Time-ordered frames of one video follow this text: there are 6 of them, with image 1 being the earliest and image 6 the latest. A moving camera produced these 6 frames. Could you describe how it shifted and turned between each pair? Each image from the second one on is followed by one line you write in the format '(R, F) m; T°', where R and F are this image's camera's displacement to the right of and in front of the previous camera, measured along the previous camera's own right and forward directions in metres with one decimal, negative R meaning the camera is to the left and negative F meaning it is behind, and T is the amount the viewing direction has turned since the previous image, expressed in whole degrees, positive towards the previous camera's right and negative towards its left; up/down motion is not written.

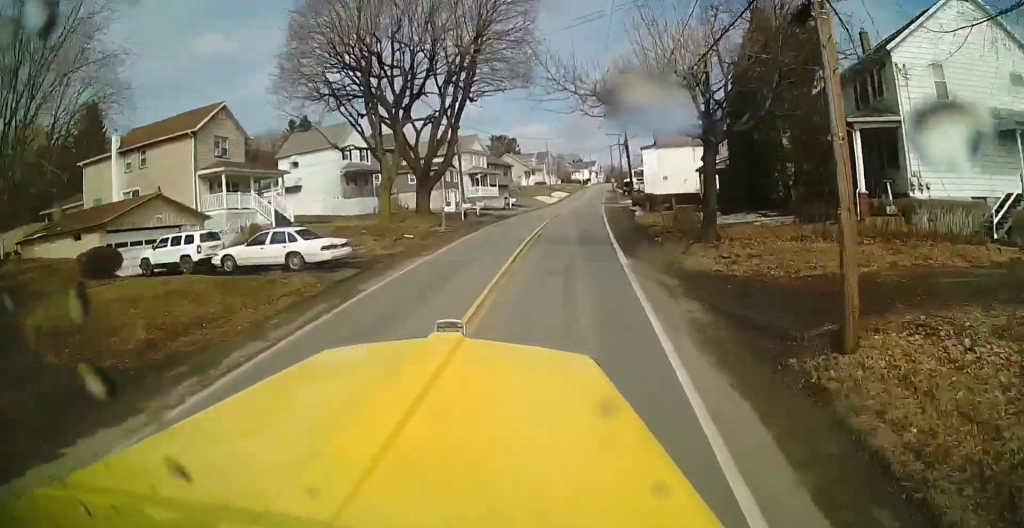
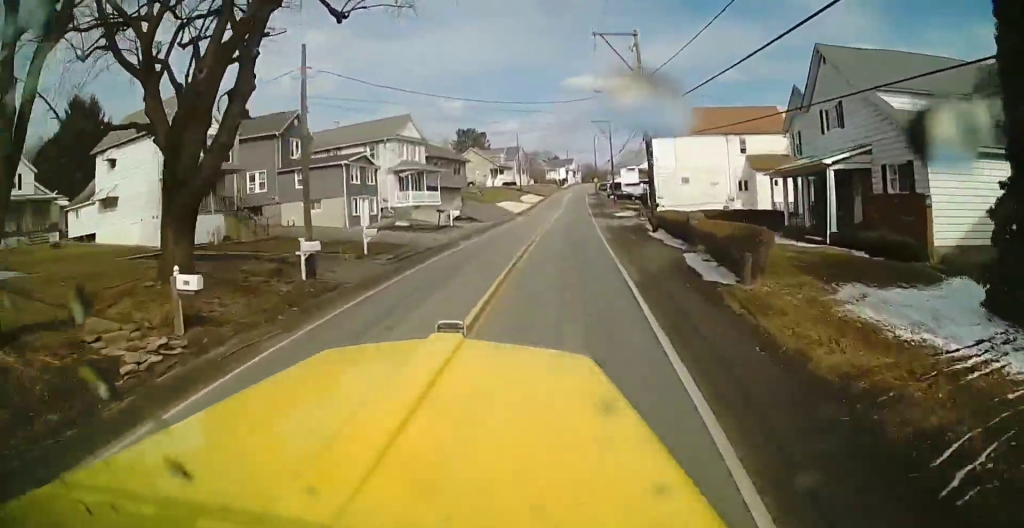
(+1.0, +23.3) m; +3°
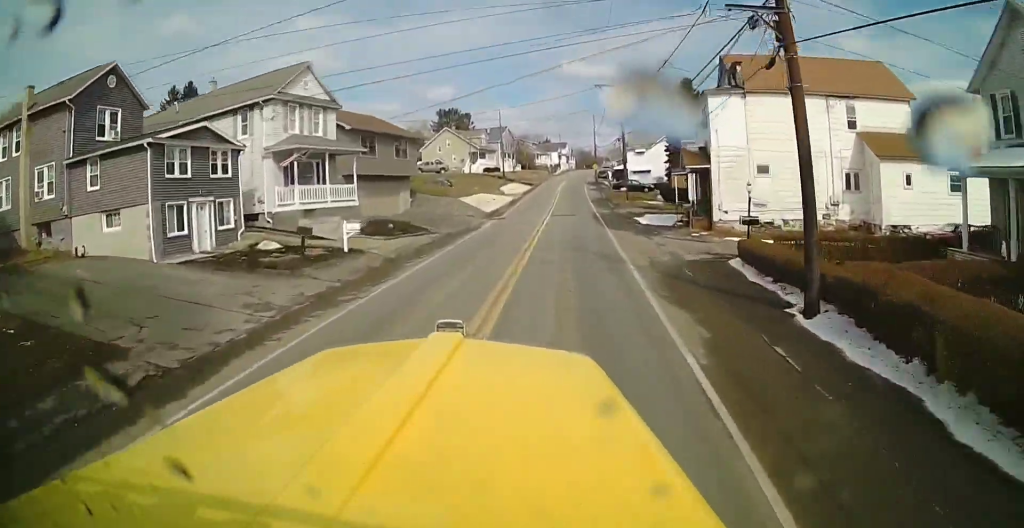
(-0.3, +19.8) m; 0°
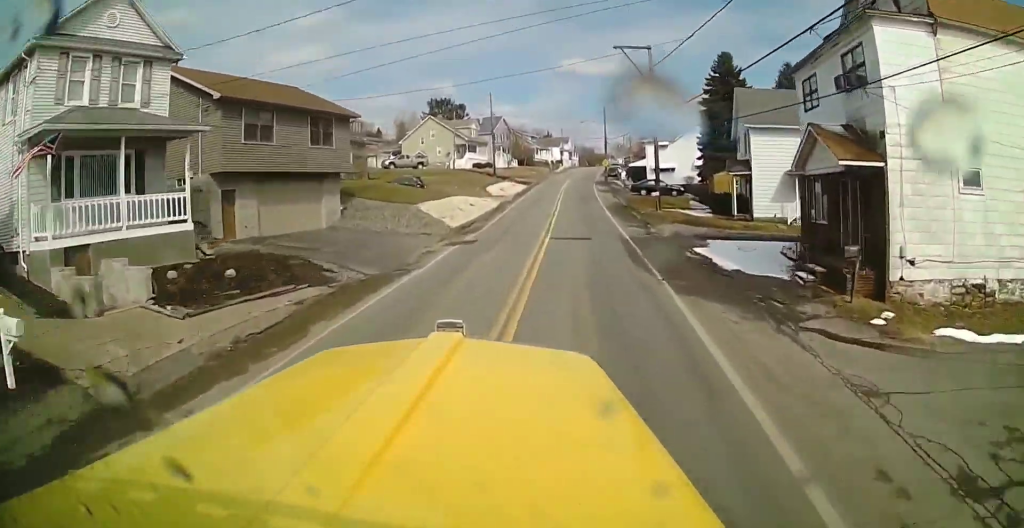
(+0.2, +15.3) m; +1°
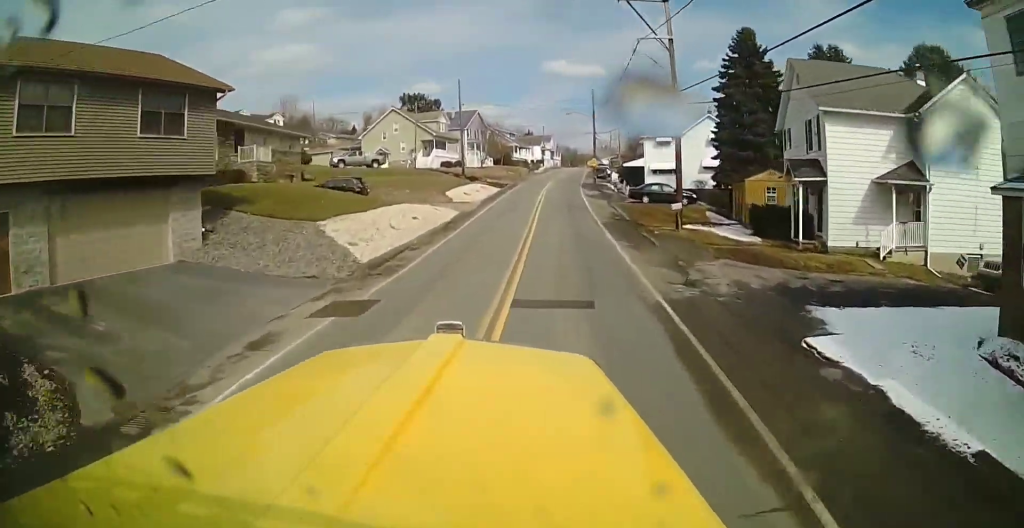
(+0.1, +11.3) m; +1°
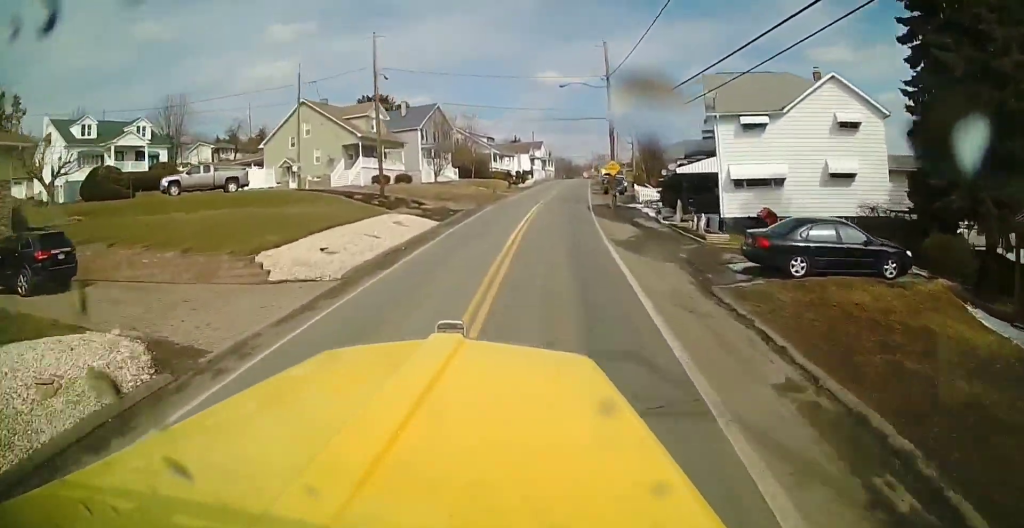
(+1.0, +27.3) m; +3°
